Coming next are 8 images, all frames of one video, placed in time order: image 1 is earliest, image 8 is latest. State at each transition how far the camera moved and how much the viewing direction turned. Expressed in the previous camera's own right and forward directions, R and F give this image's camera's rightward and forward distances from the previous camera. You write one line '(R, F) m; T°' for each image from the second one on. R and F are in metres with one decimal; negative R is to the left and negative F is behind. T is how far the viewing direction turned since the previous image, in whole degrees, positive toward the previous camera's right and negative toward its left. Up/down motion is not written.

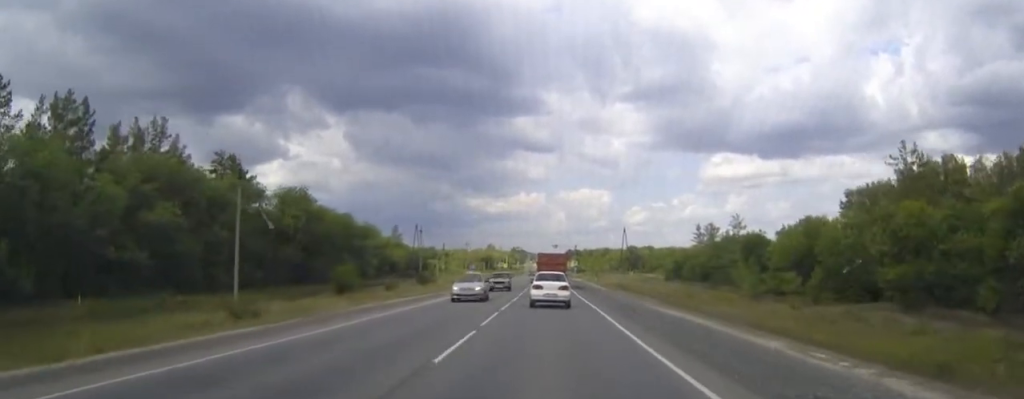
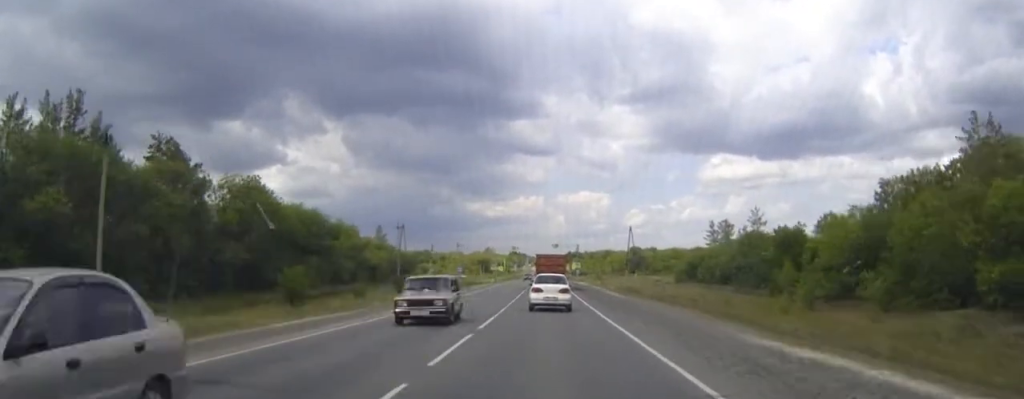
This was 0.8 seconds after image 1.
(0.0, +16.3) m; 0°
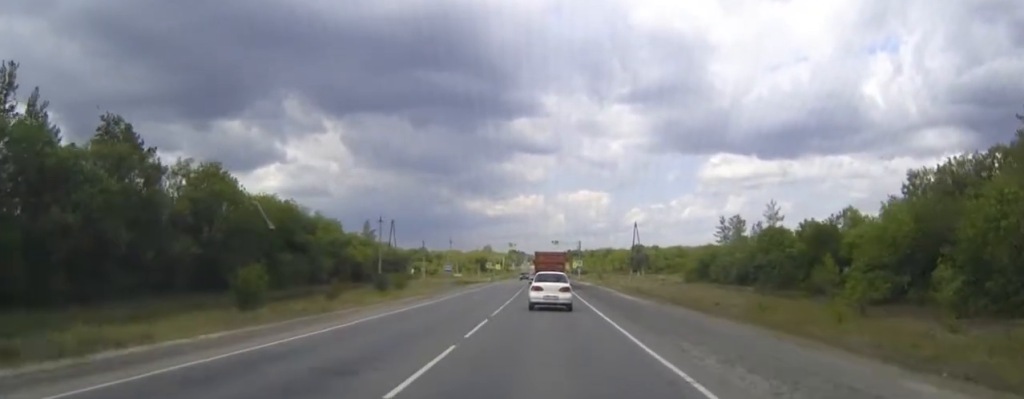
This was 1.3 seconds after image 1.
(0.0, +10.8) m; 0°
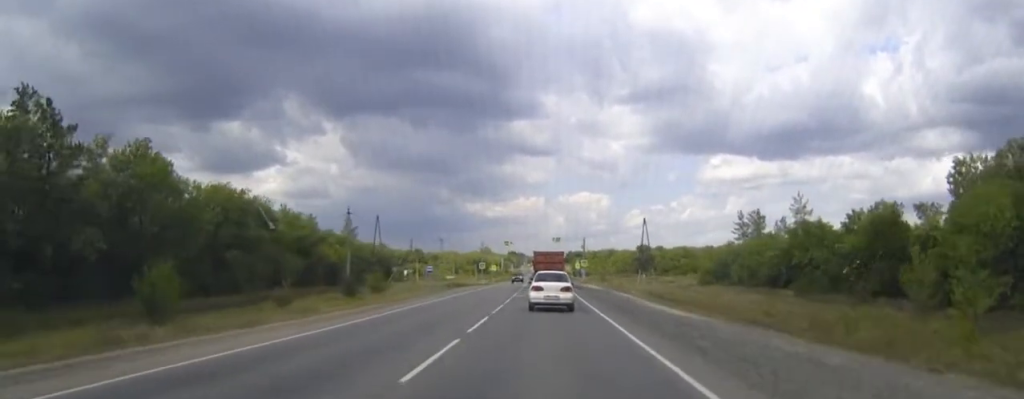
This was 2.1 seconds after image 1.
(0.0, +14.7) m; 0°
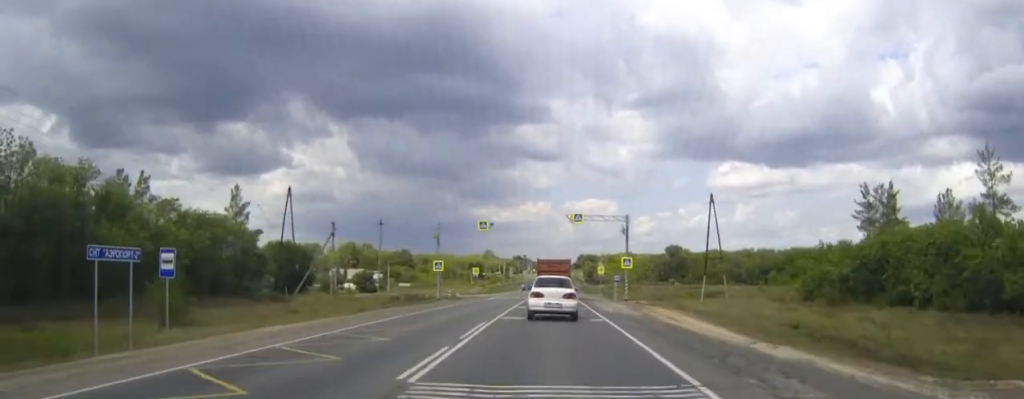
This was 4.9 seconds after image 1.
(-0.4, +55.3) m; -1°
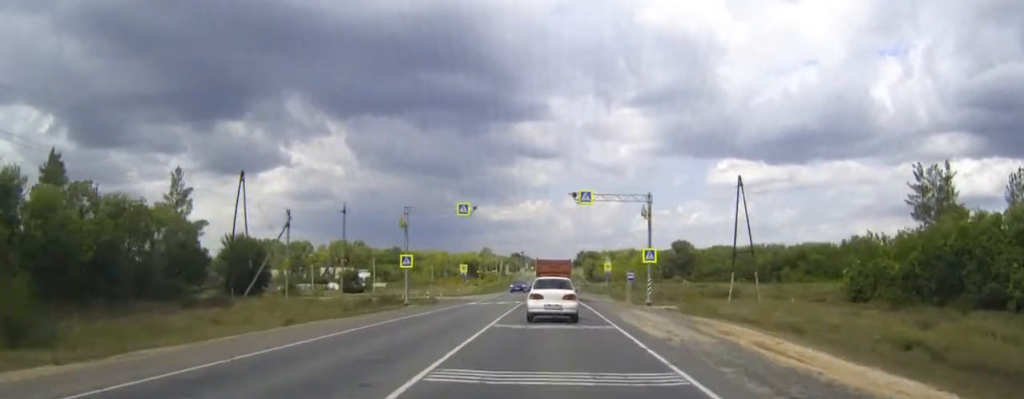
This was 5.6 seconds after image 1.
(0.0, +14.2) m; 0°
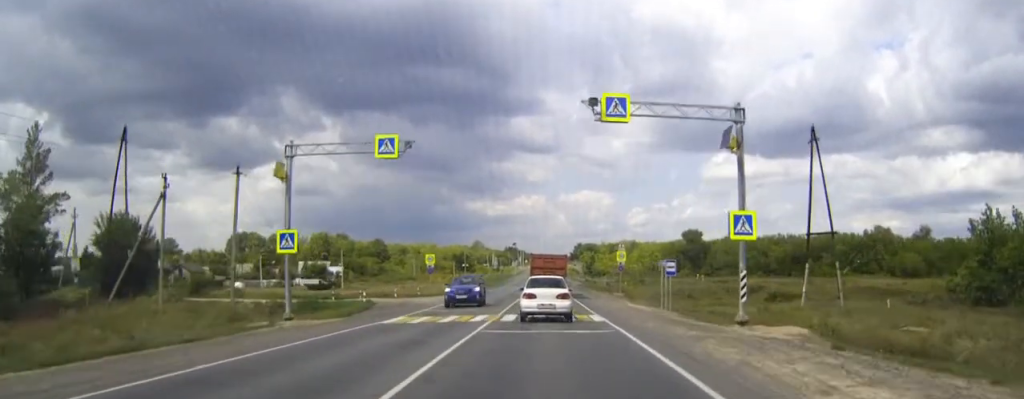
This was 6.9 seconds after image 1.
(+0.1, +24.7) m; 0°
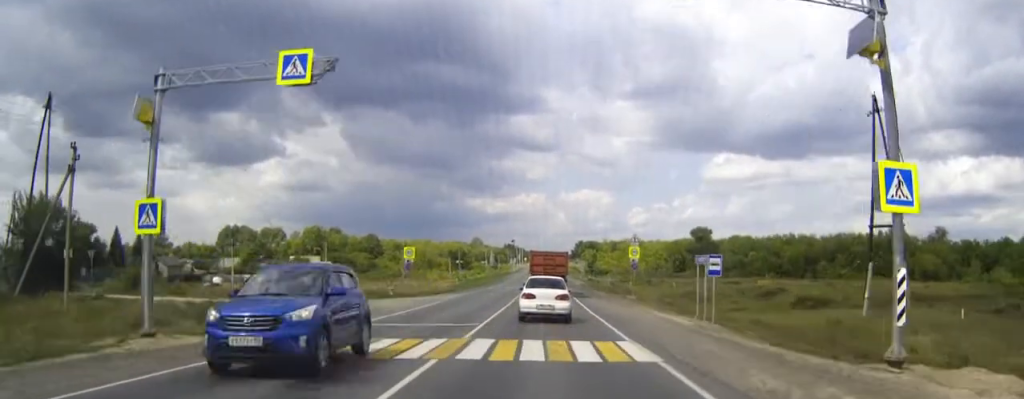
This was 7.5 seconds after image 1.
(0.0, +11.3) m; 0°
